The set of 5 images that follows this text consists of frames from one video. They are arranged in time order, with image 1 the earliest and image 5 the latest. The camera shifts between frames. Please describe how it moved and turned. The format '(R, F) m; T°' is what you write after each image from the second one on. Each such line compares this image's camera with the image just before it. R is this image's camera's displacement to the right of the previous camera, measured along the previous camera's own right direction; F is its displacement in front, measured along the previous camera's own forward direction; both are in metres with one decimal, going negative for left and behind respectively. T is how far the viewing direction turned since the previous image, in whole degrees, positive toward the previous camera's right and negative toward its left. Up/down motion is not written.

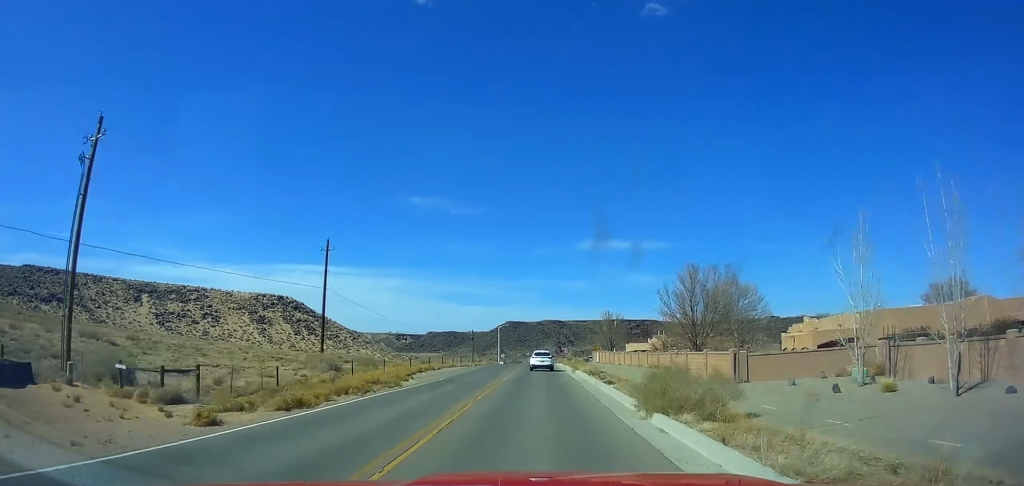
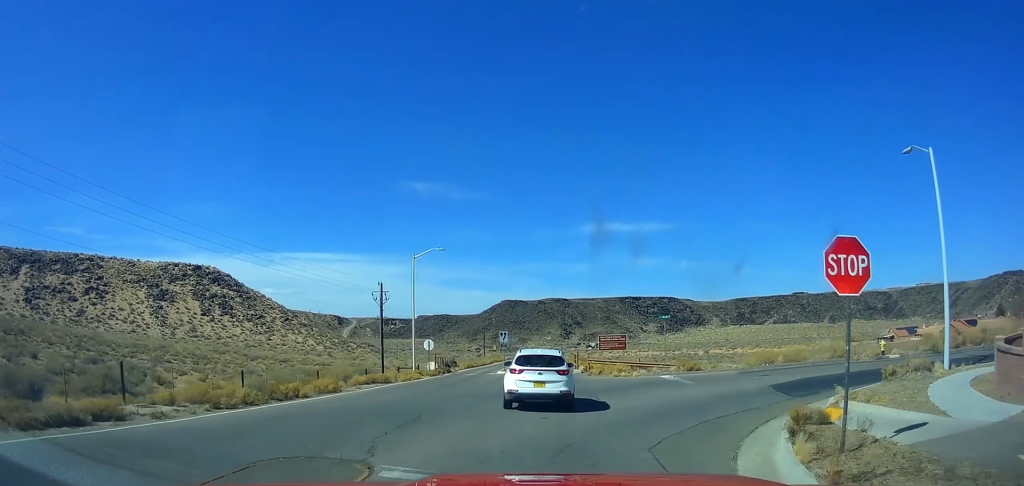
(+0.6, +88.2) m; 0°
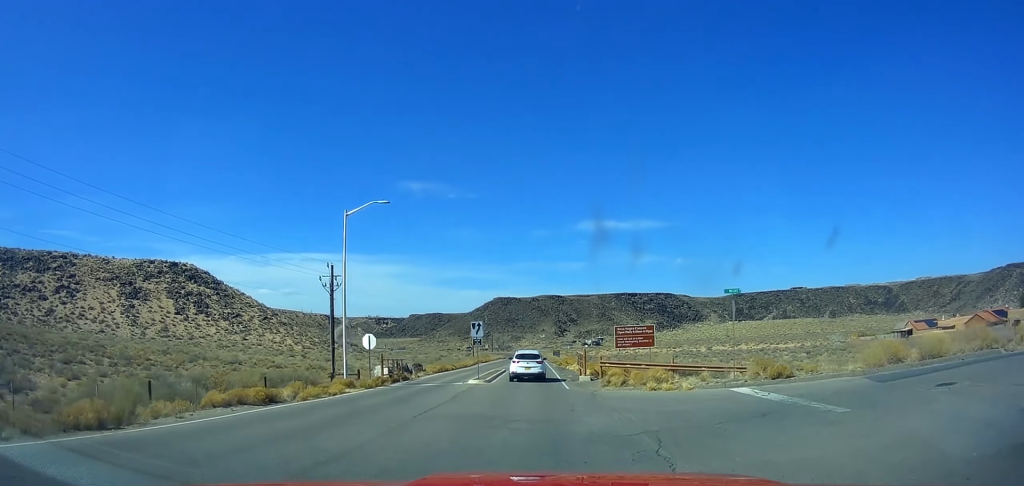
(+0.3, +23.7) m; +1°
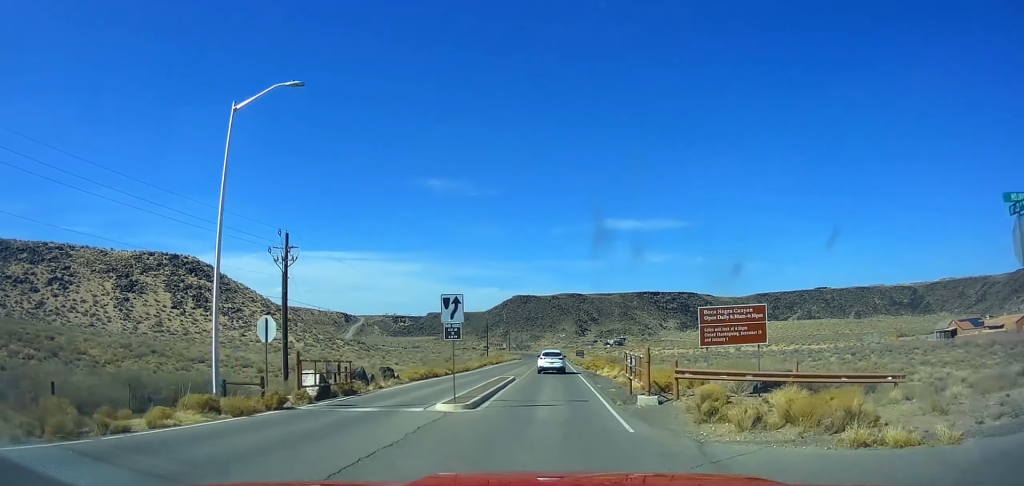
(0.0, +13.4) m; 0°
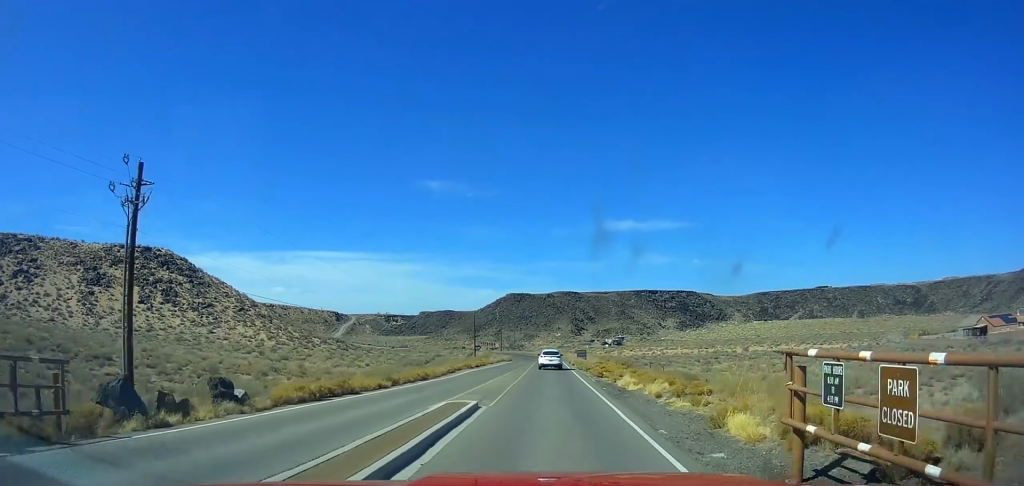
(0.0, +13.5) m; -1°
